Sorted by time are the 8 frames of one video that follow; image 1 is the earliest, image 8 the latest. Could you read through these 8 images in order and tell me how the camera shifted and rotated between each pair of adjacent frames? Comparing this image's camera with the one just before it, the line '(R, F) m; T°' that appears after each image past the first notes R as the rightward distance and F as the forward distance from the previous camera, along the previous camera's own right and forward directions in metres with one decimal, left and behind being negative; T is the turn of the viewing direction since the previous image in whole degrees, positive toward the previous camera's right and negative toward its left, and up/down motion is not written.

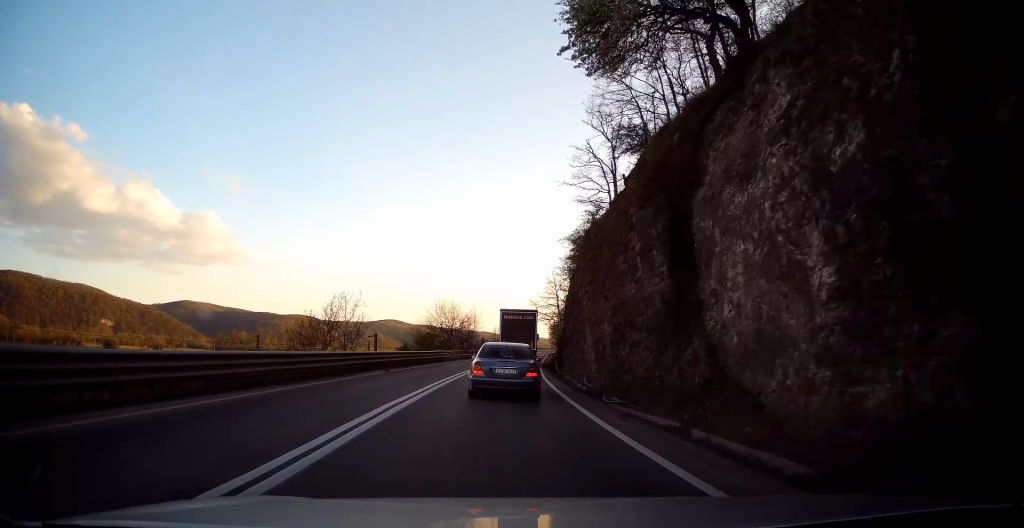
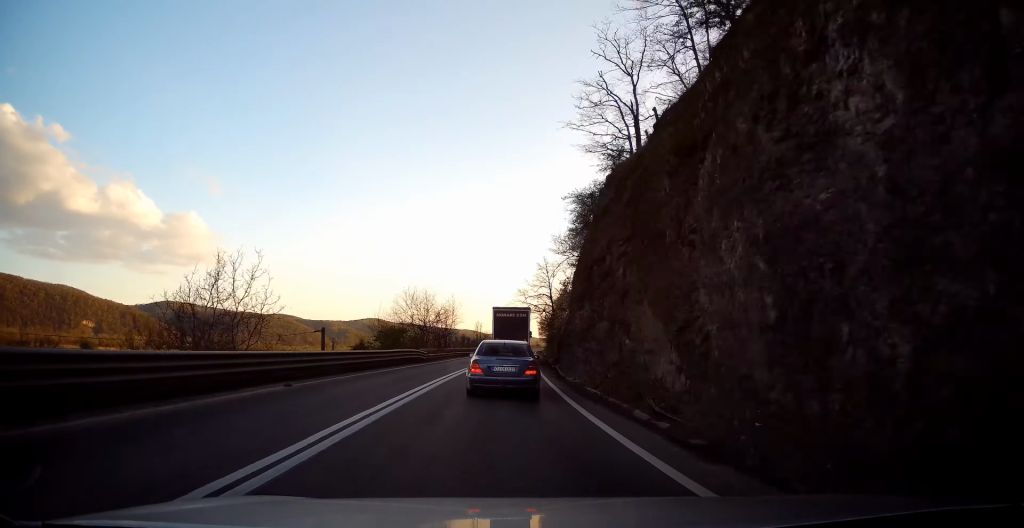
(+0.2, +11.1) m; +1°
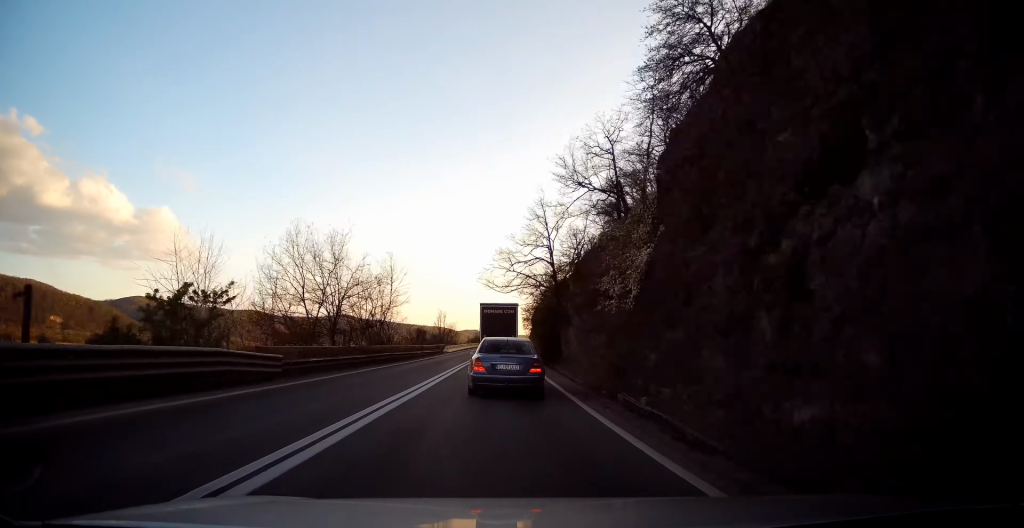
(+0.5, +23.4) m; +4°
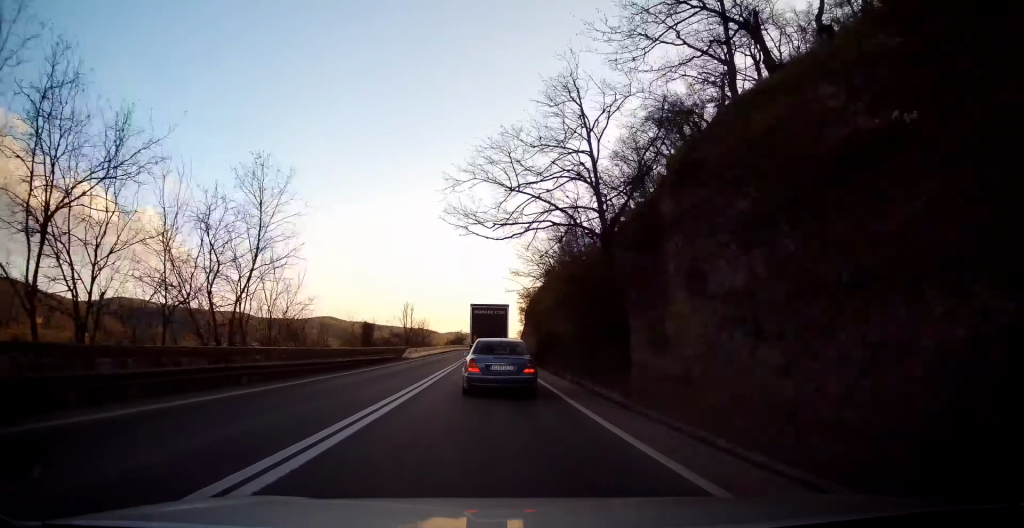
(+0.9, +19.6) m; +3°
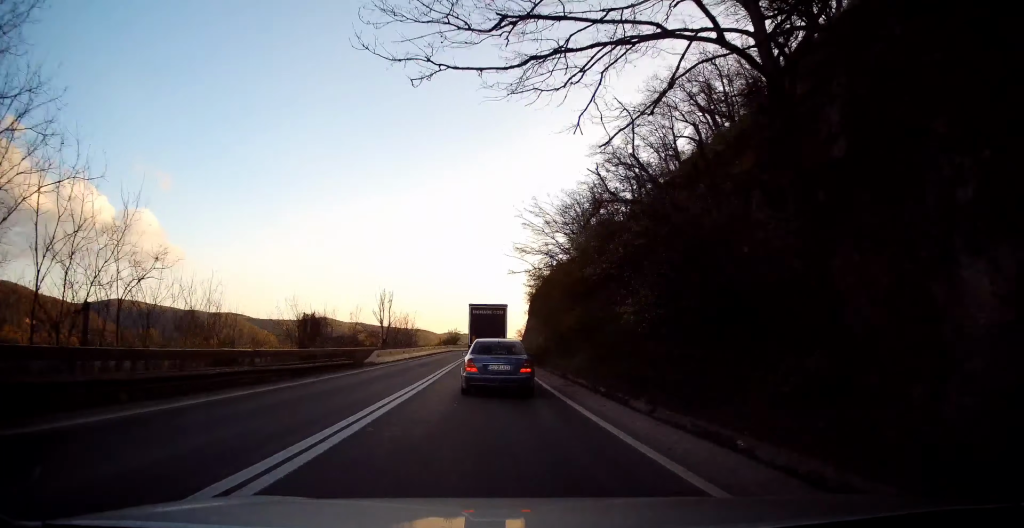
(-0.1, +11.8) m; -1°
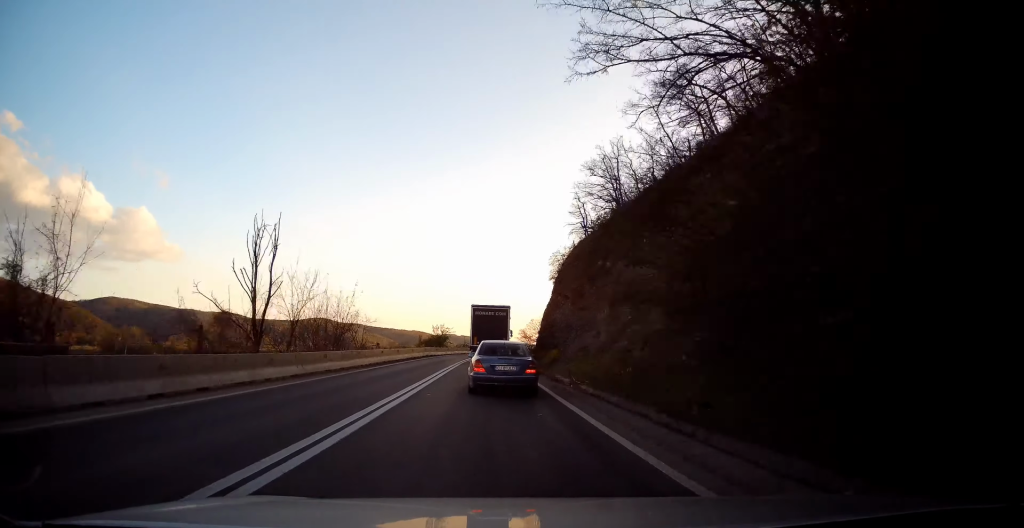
(-0.5, +26.6) m; -2°
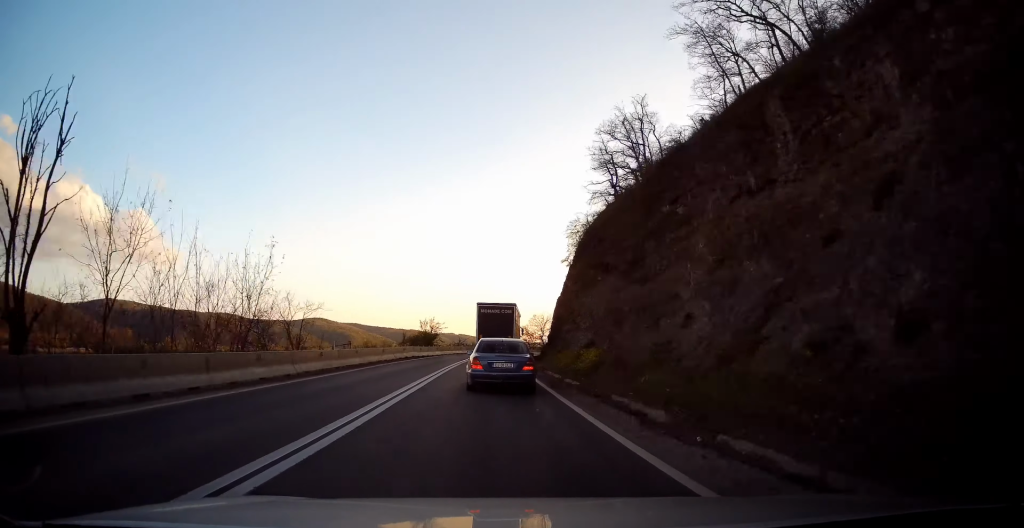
(-0.1, +12.5) m; 0°
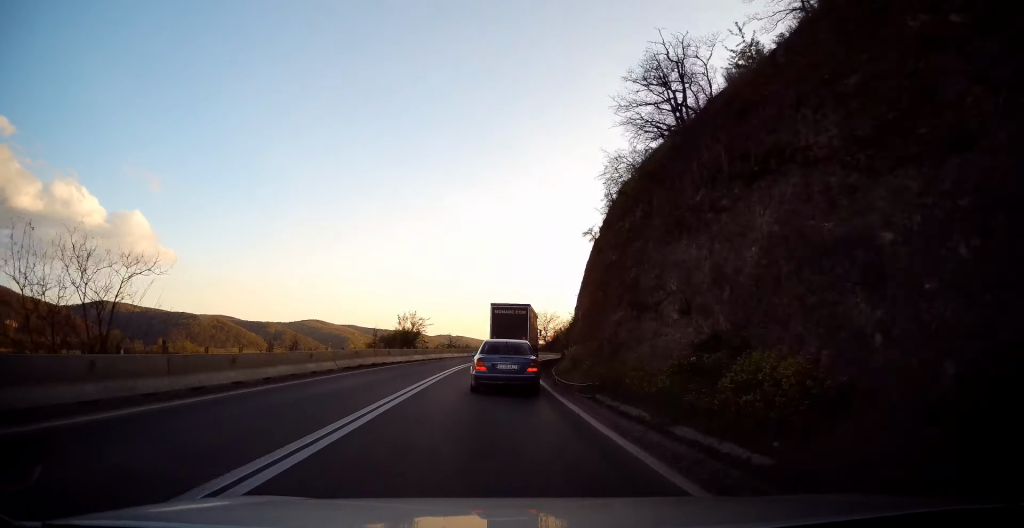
(+0.1, +13.4) m; +2°
